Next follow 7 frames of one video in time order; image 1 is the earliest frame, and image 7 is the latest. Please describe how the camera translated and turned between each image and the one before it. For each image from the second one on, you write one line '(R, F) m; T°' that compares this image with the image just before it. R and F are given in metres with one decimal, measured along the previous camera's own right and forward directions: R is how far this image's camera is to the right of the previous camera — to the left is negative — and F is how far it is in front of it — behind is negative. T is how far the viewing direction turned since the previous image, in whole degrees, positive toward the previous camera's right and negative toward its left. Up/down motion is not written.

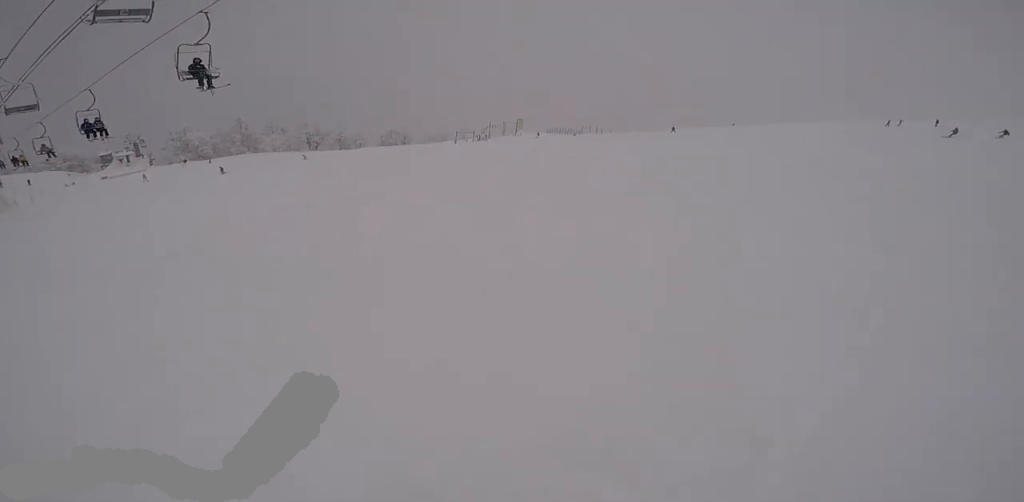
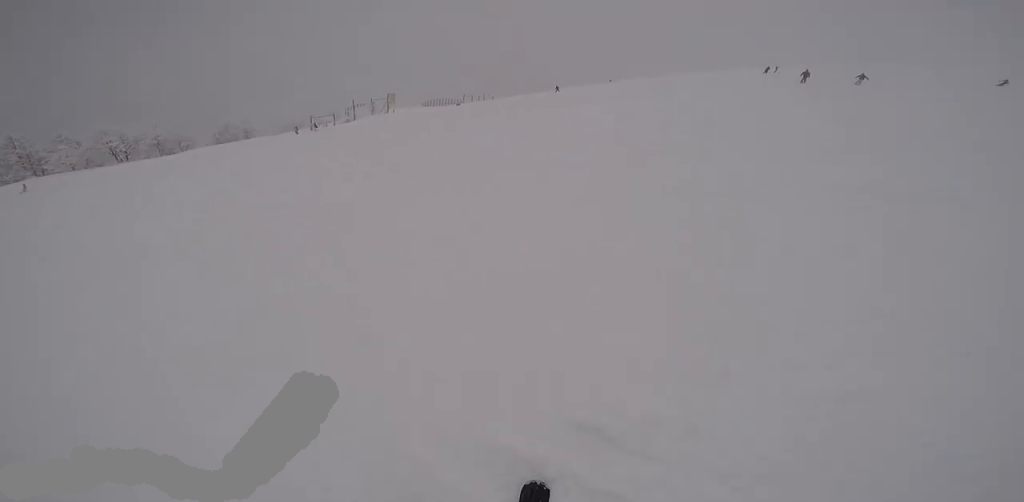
(+1.2, +9.0) m; +7°
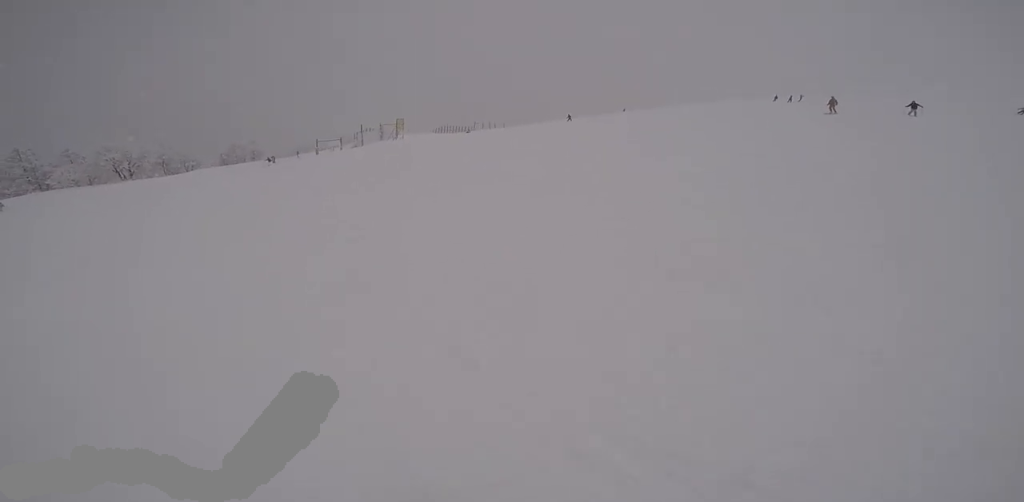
(0.0, +4.4) m; -4°
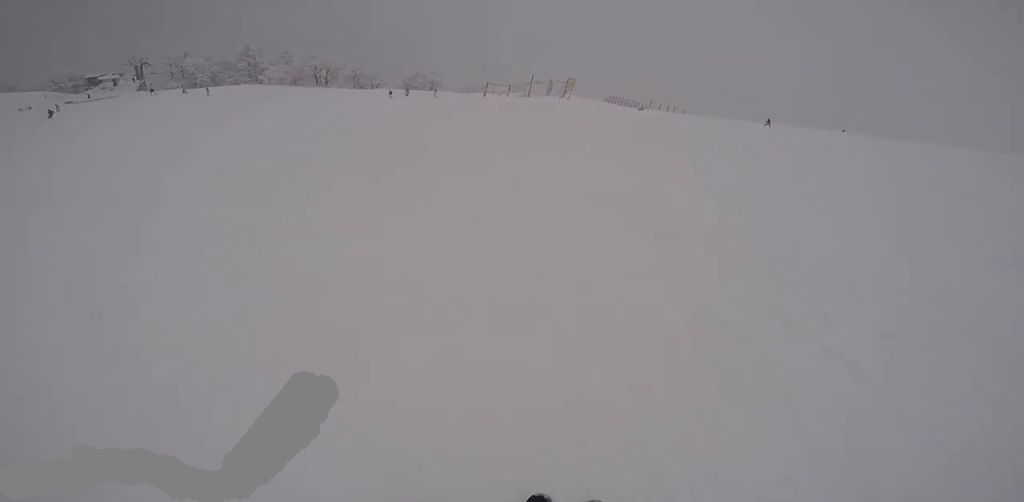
(+0.1, +5.3) m; -16°
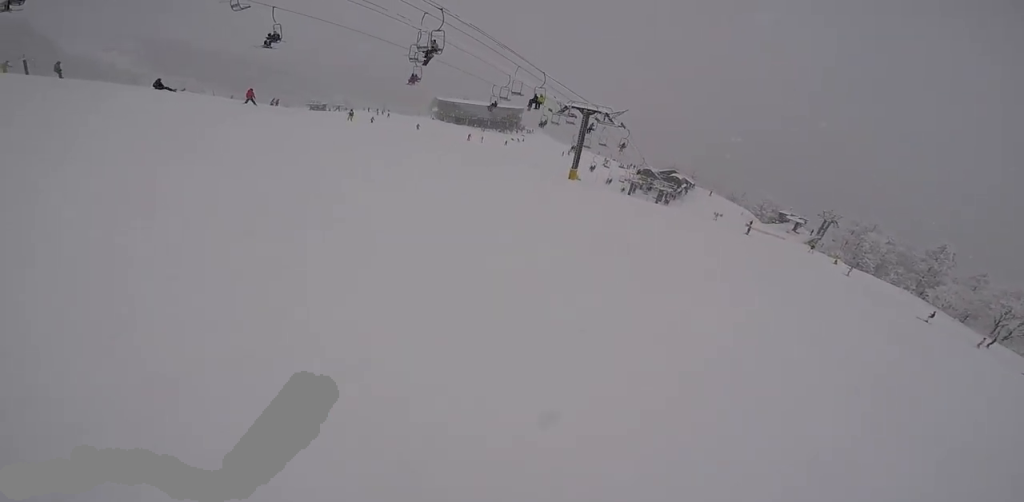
(-5.9, +9.0) m; -68°
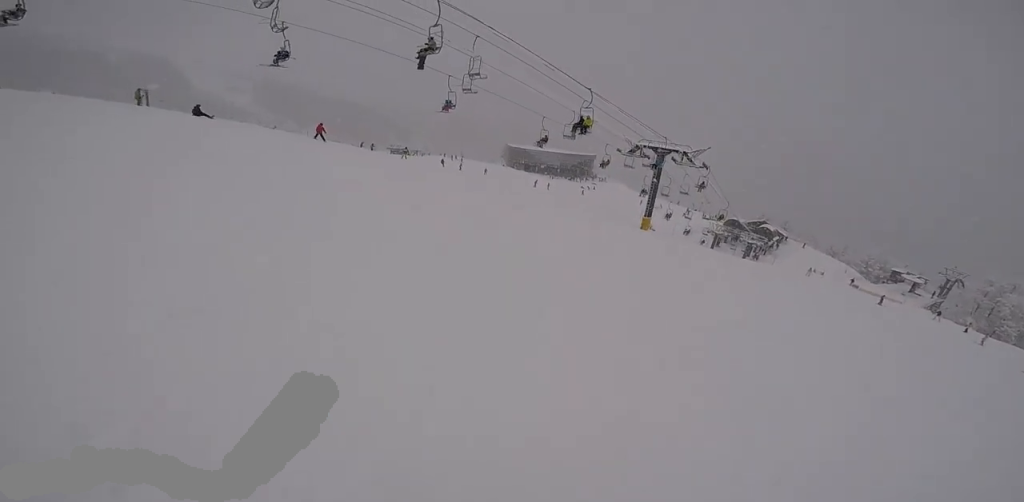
(-1.3, +5.1) m; -16°
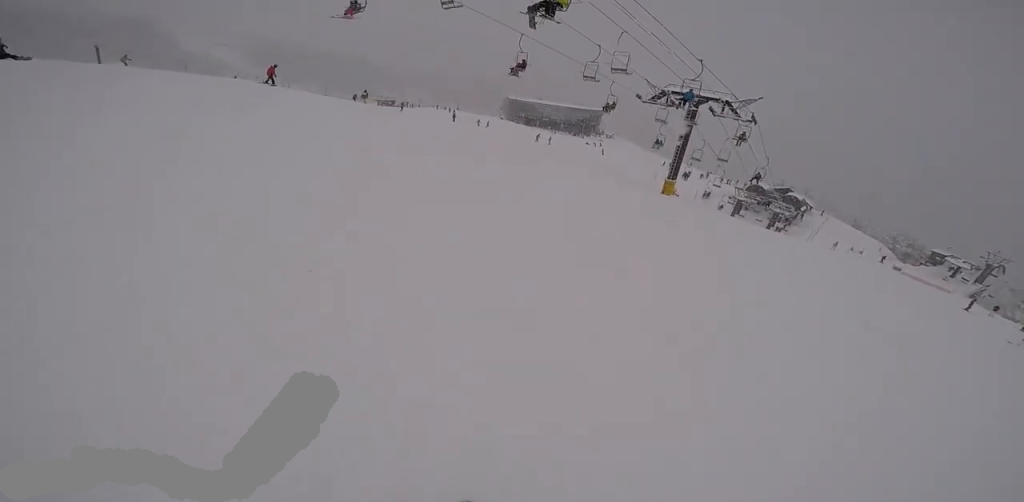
(-1.5, +8.5) m; -24°
